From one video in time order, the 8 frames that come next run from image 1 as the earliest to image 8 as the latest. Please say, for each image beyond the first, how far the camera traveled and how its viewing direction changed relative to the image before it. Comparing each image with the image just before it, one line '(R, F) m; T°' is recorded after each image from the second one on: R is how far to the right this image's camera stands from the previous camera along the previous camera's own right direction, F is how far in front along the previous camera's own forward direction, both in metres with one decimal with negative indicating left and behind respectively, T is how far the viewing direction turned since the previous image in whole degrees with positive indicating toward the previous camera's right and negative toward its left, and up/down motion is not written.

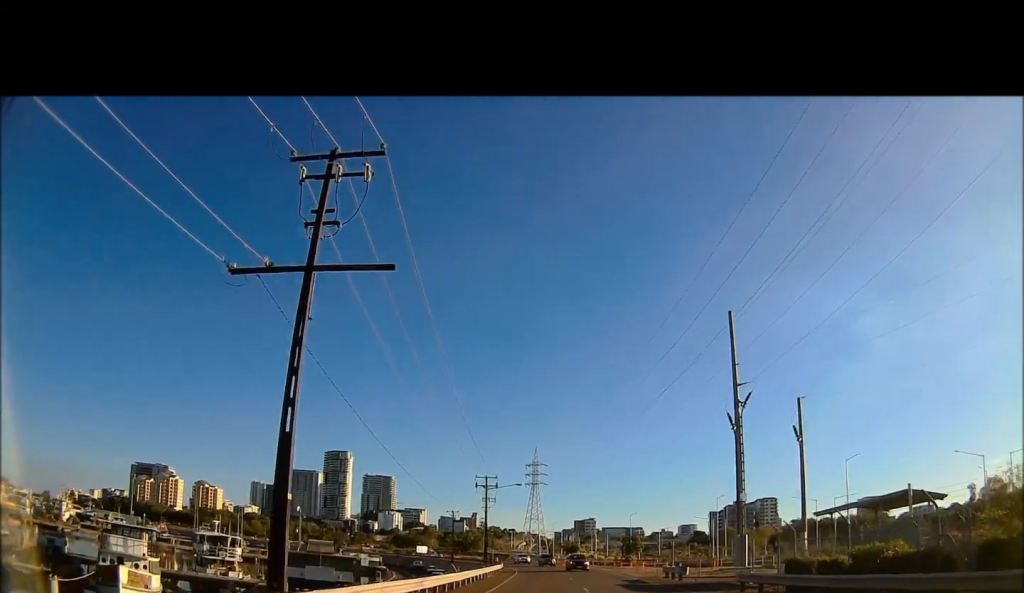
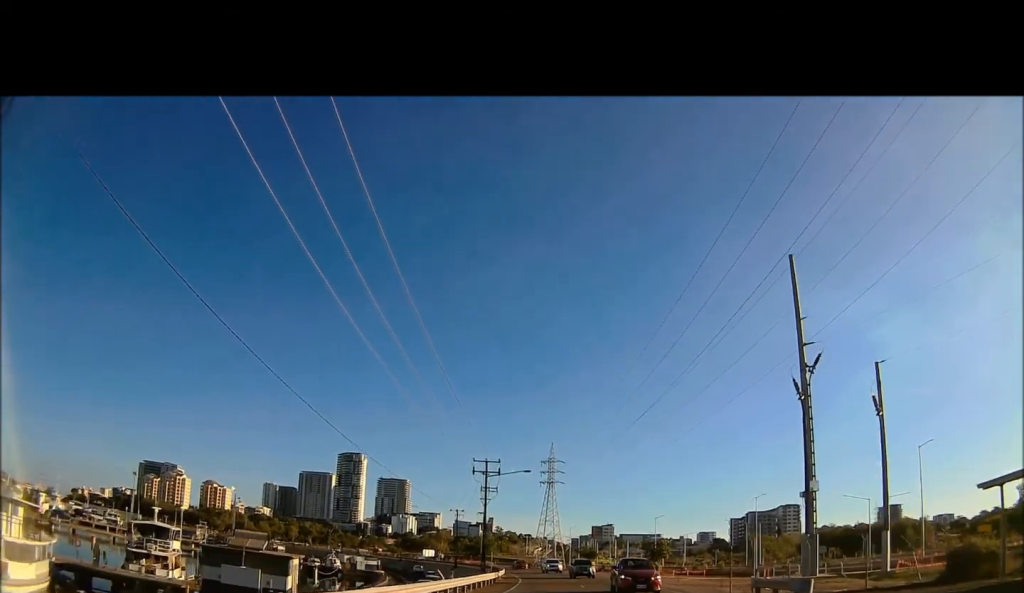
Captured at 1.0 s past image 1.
(0.0, +14.1) m; 0°
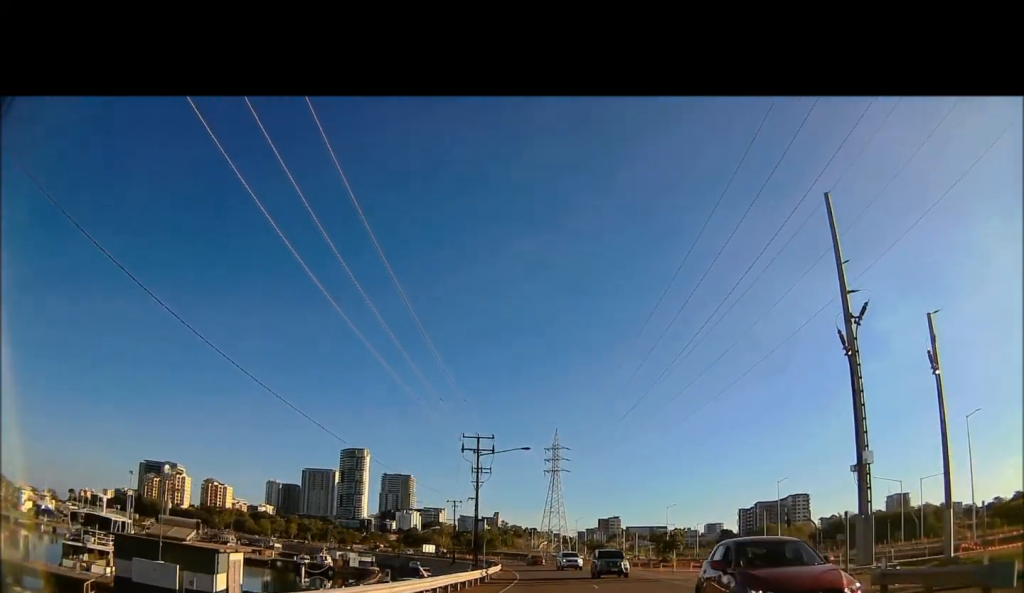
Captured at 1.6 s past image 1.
(0.0, +8.3) m; 0°
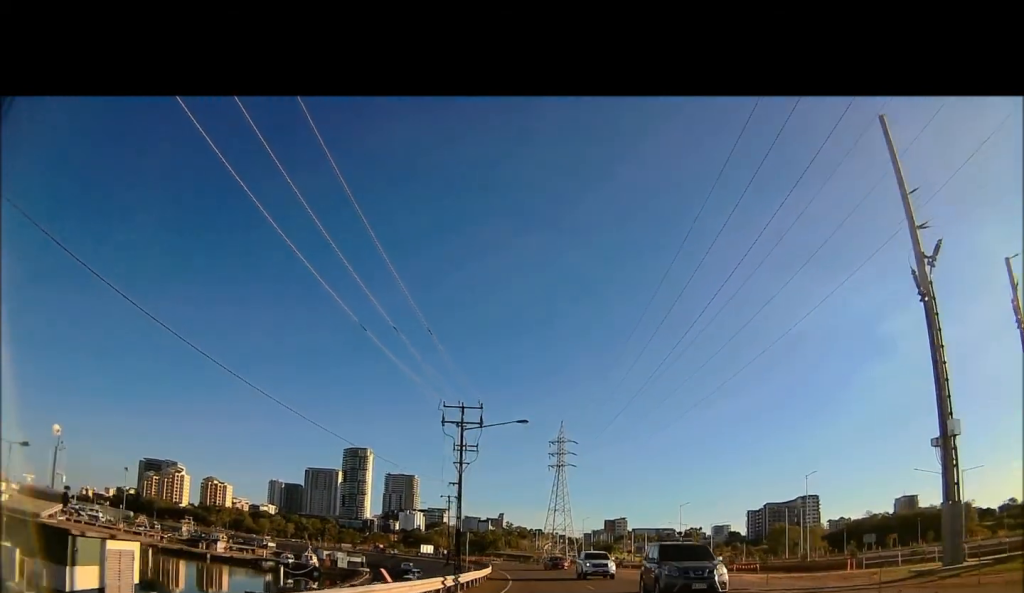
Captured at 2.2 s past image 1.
(0.0, +9.5) m; 0°
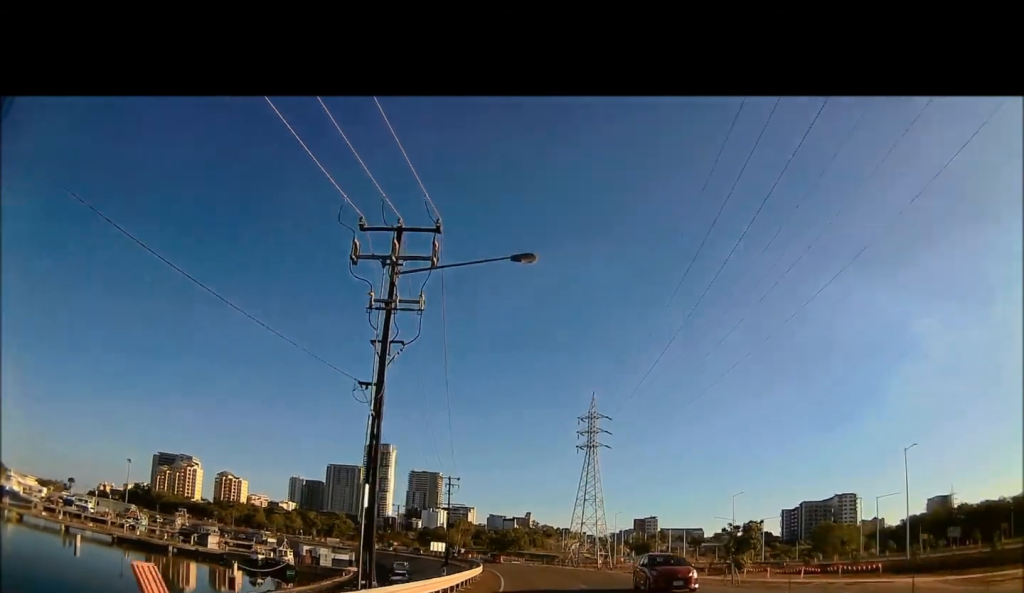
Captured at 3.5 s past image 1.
(-0.7, +20.9) m; -5°
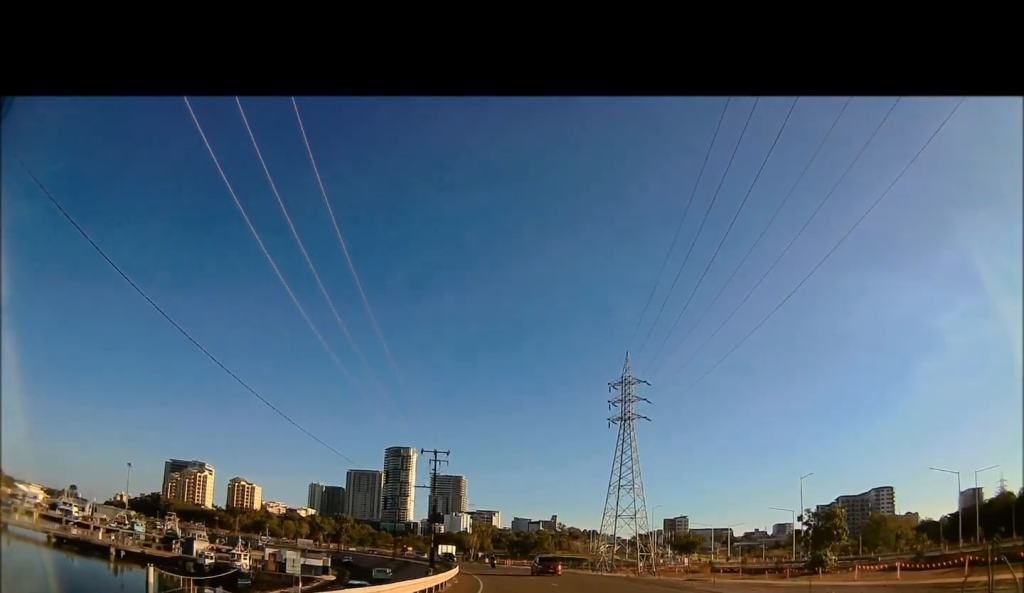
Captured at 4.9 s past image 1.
(-0.9, +22.3) m; -2°
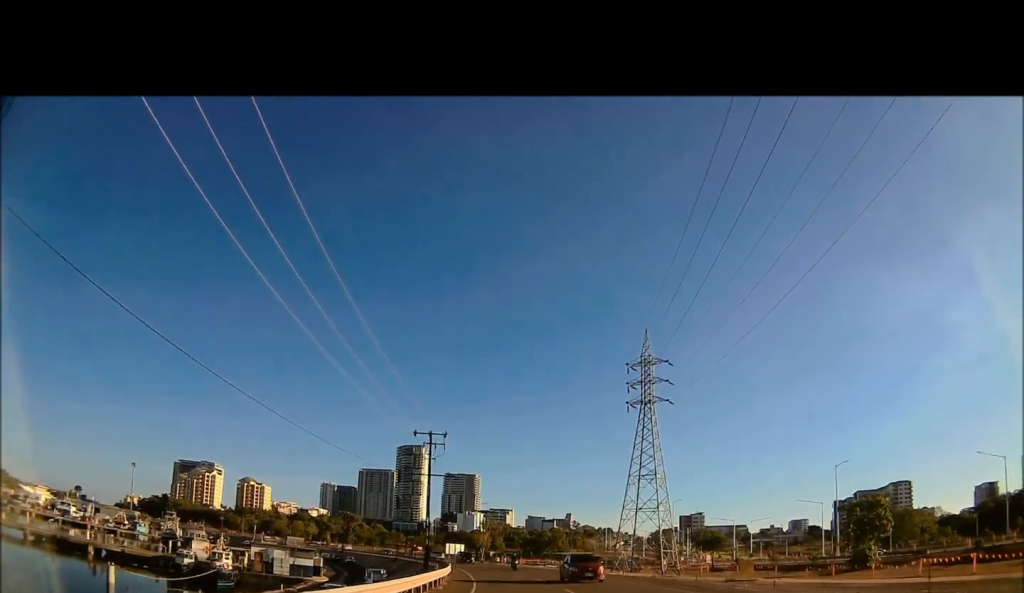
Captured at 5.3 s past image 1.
(0.0, +8.2) m; 0°
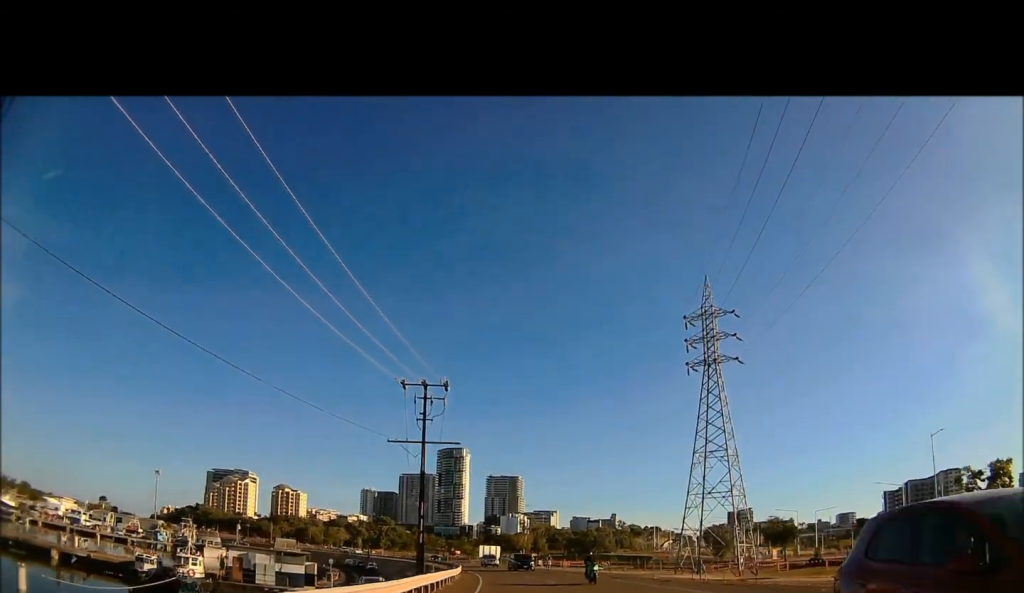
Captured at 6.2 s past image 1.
(0.0, +16.6) m; -1°
